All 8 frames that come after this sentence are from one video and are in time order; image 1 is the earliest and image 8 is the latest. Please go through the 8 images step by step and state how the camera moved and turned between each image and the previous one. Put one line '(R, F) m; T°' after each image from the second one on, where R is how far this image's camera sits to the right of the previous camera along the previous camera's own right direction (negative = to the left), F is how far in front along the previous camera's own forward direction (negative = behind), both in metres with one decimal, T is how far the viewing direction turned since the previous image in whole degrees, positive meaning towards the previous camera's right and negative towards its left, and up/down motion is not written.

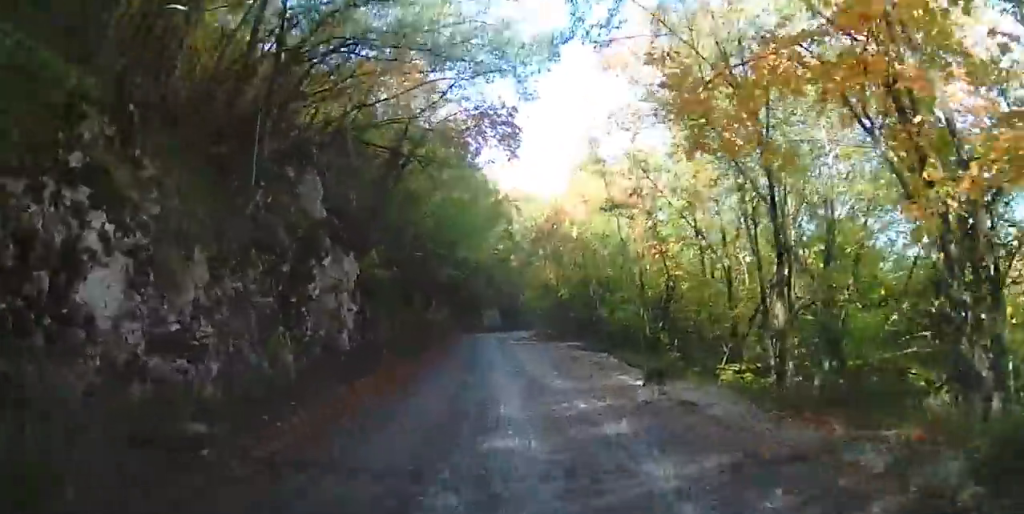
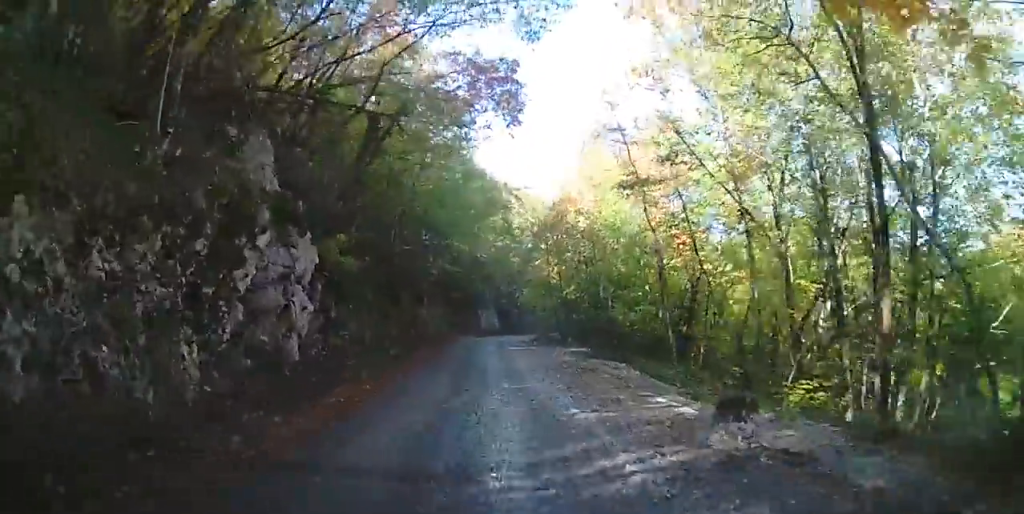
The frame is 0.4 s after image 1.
(-0.1, +4.2) m; -1°
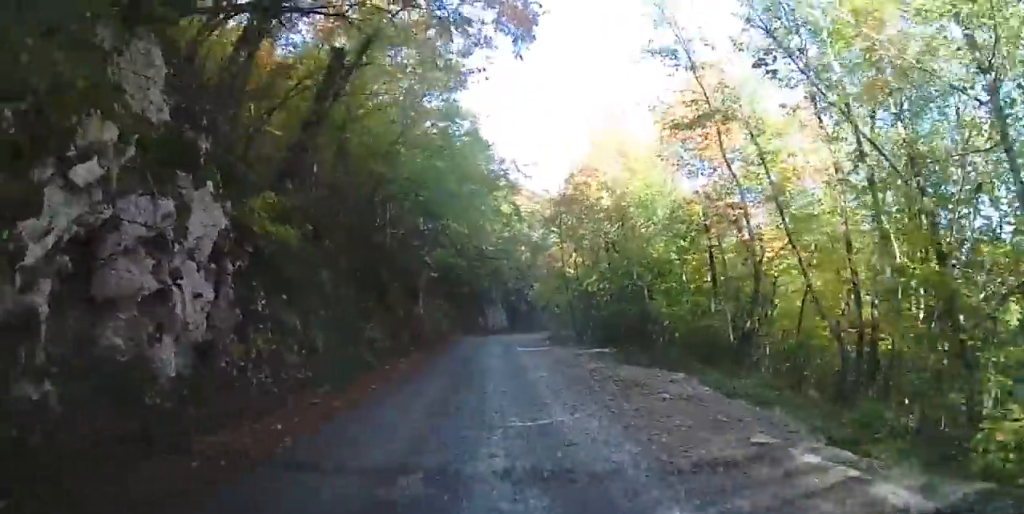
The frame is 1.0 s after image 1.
(-0.1, +5.8) m; -1°
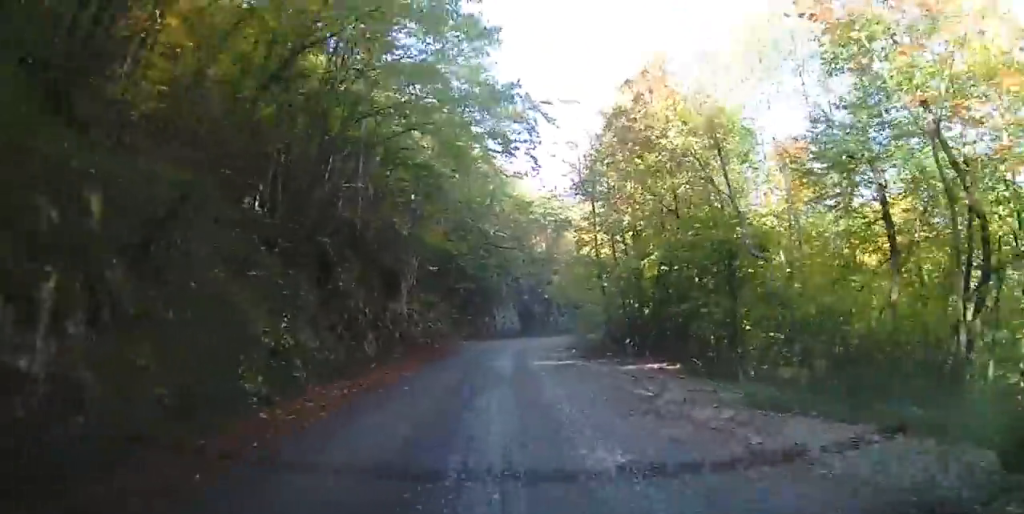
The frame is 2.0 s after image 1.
(0.0, +9.5) m; -1°
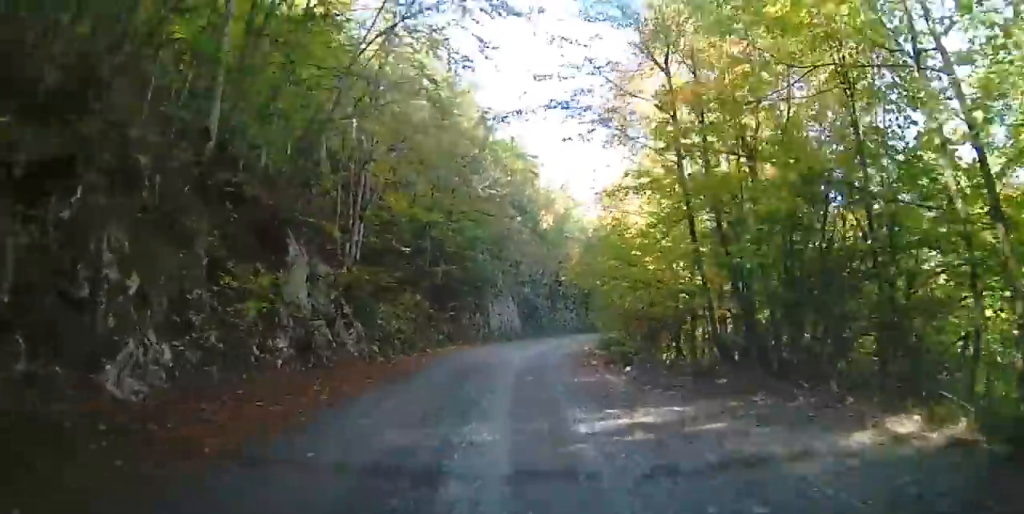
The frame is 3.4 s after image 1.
(0.0, +13.4) m; 0°
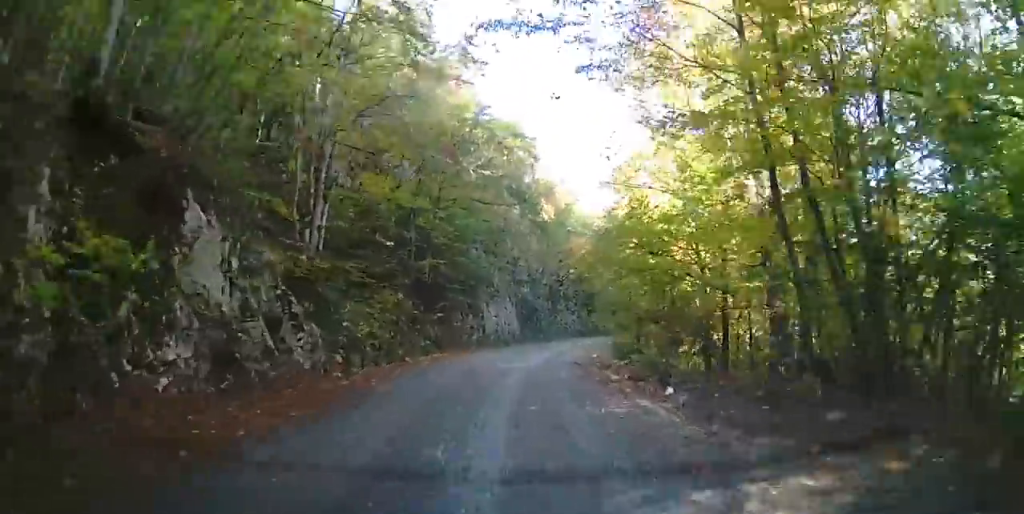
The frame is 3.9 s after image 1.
(0.0, +4.4) m; 0°
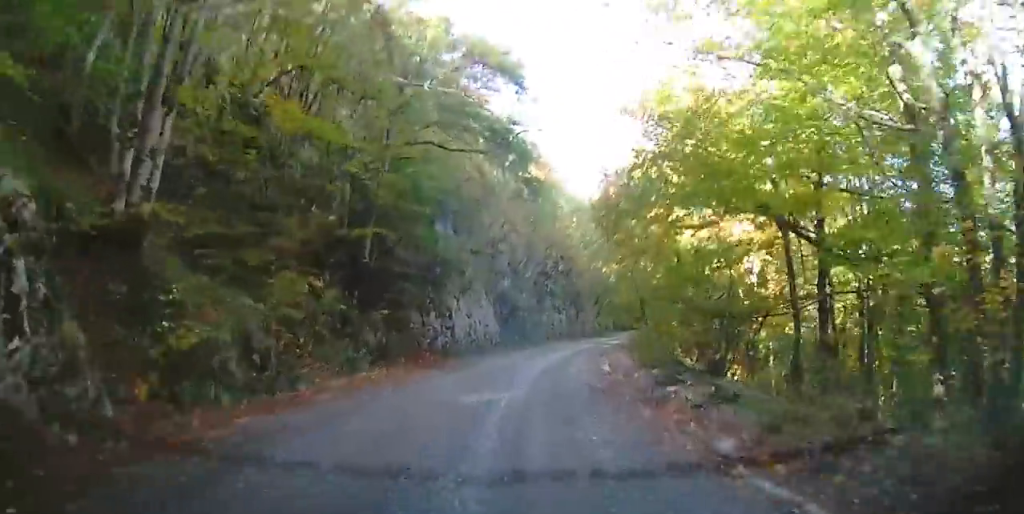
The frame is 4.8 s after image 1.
(0.0, +8.5) m; +1°
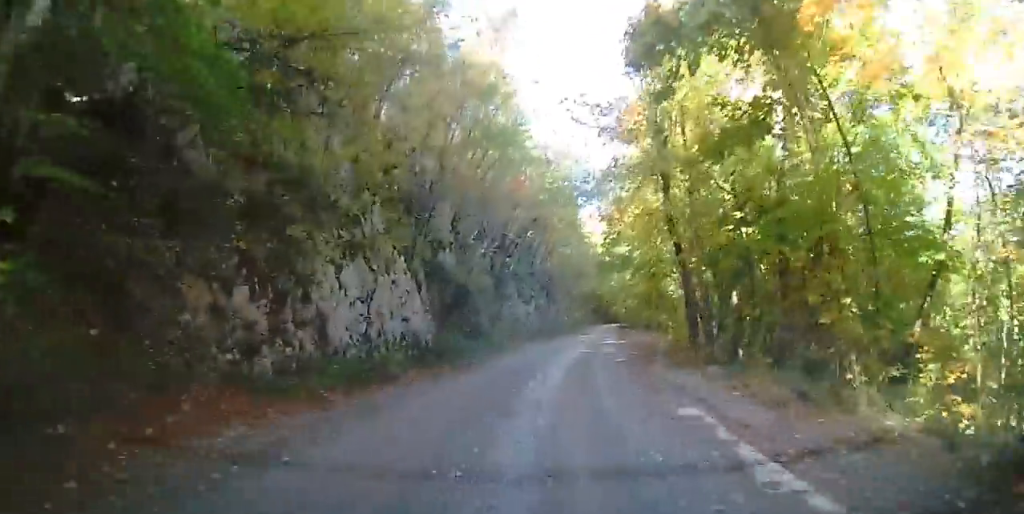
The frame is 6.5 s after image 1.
(+0.4, +14.0) m; +1°
